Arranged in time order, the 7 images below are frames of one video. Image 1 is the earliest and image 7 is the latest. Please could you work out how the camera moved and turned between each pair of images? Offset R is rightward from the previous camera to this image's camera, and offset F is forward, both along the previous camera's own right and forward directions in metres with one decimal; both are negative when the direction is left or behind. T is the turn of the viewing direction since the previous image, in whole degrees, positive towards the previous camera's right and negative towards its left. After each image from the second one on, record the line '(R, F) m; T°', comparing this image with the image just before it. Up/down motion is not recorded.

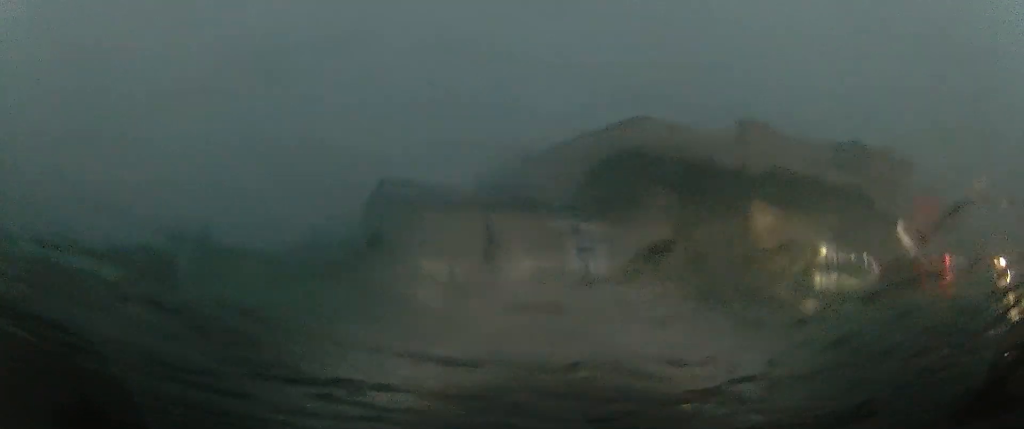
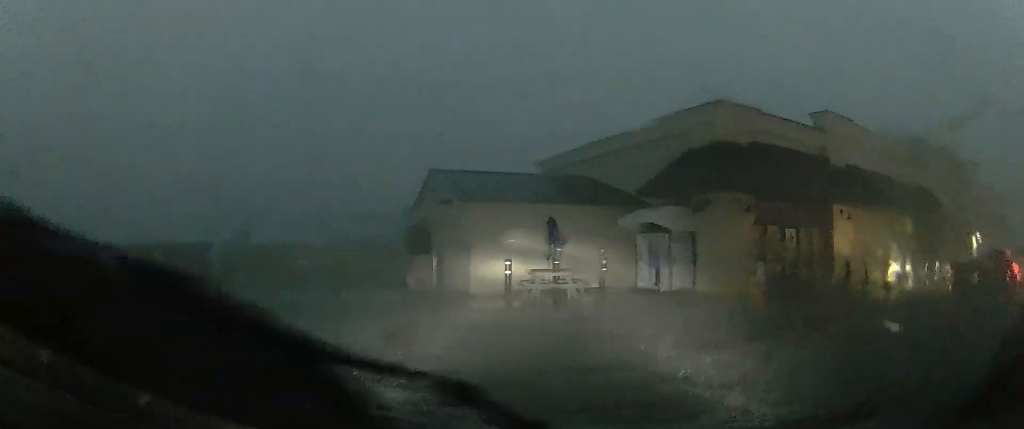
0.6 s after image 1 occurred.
(+0.1, +2.5) m; -11°
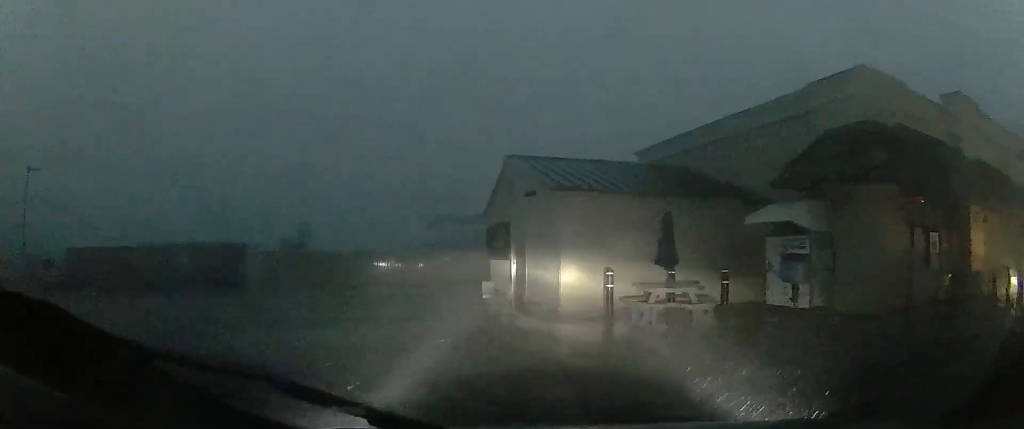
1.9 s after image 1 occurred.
(-1.3, +4.2) m; -23°
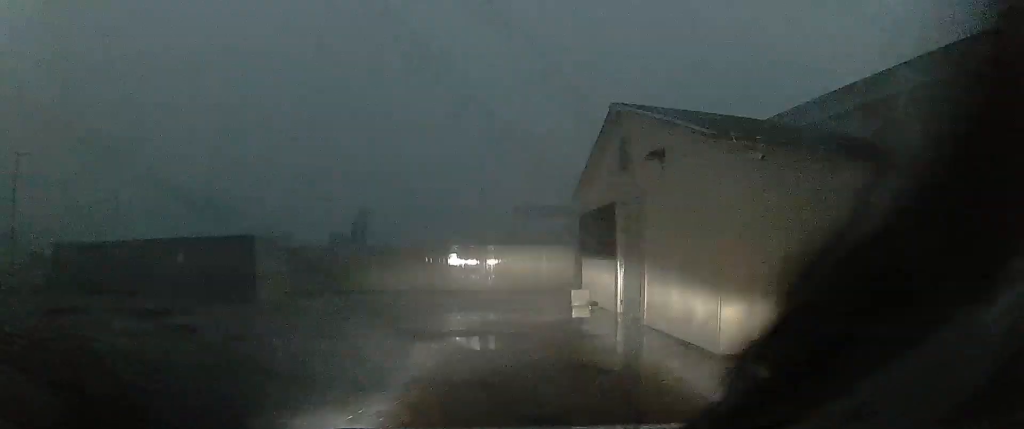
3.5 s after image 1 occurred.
(0.0, +5.6) m; +13°
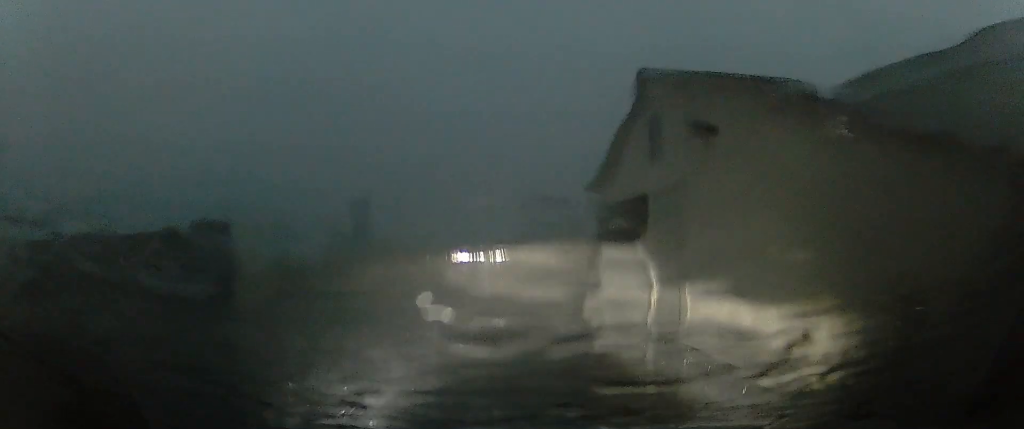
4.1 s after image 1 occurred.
(+0.2, +2.2) m; +6°
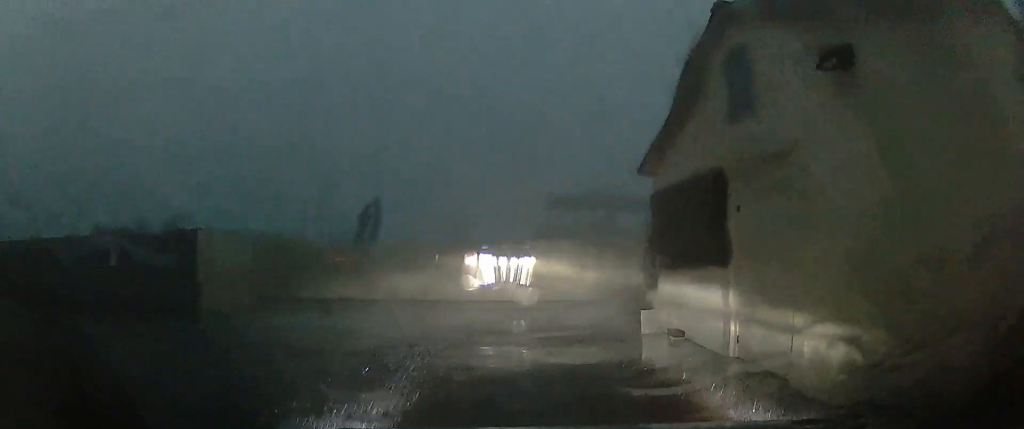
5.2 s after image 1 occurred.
(+0.4, +3.8) m; -7°
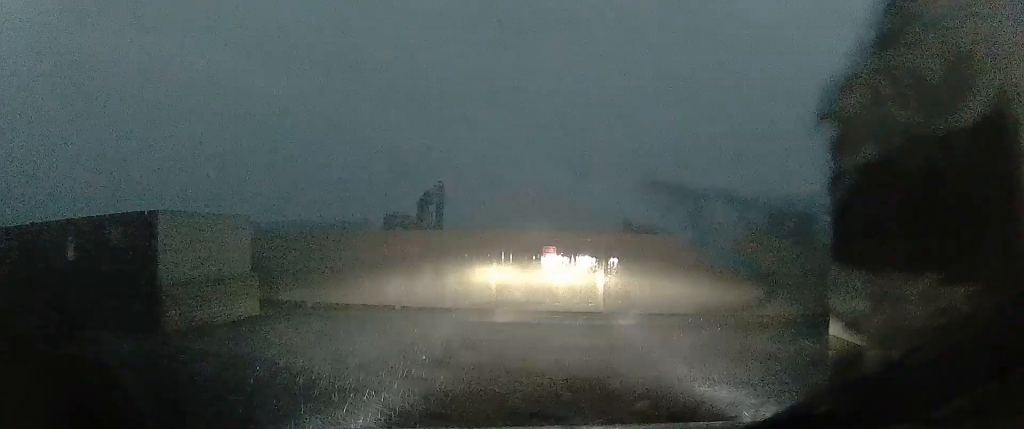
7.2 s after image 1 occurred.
(-1.9, +4.3) m; -48°
